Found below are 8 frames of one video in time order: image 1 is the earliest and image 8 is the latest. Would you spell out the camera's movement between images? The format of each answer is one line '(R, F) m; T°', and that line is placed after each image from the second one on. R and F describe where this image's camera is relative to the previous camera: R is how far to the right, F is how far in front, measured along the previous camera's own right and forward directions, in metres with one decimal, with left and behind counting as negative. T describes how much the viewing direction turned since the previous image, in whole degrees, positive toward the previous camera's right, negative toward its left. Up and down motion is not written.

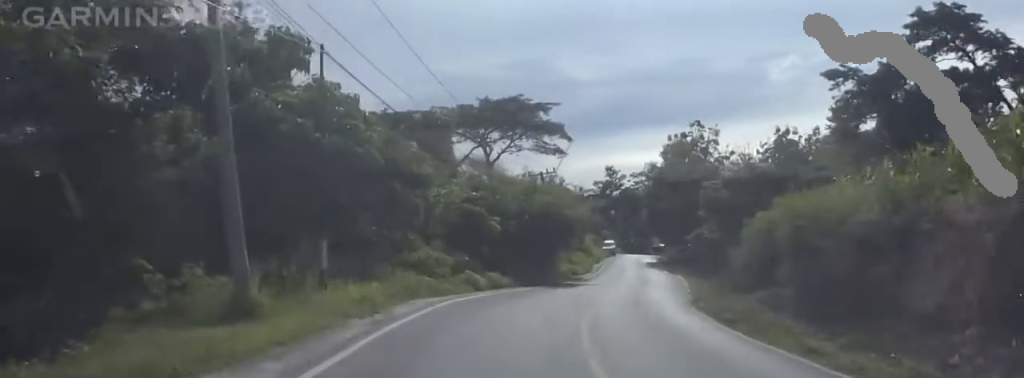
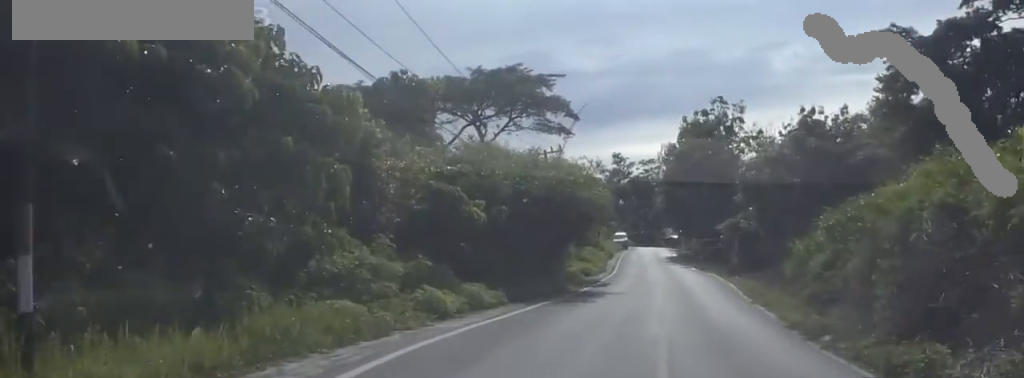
(-0.3, +10.6) m; +2°
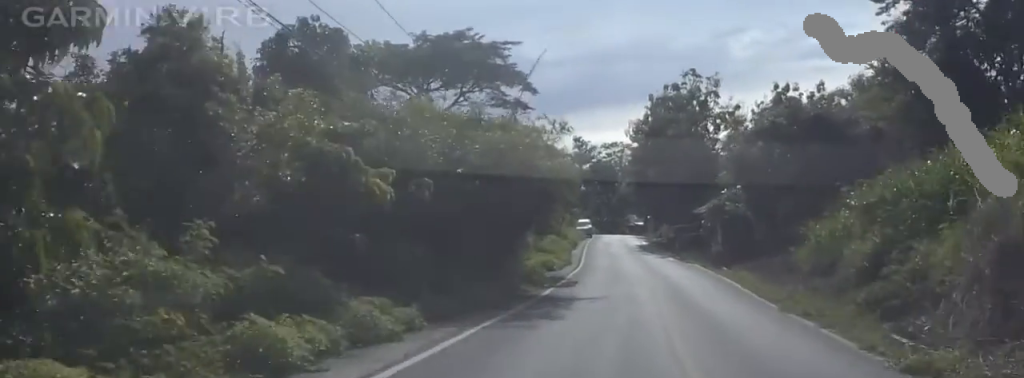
(+0.8, +7.6) m; +3°
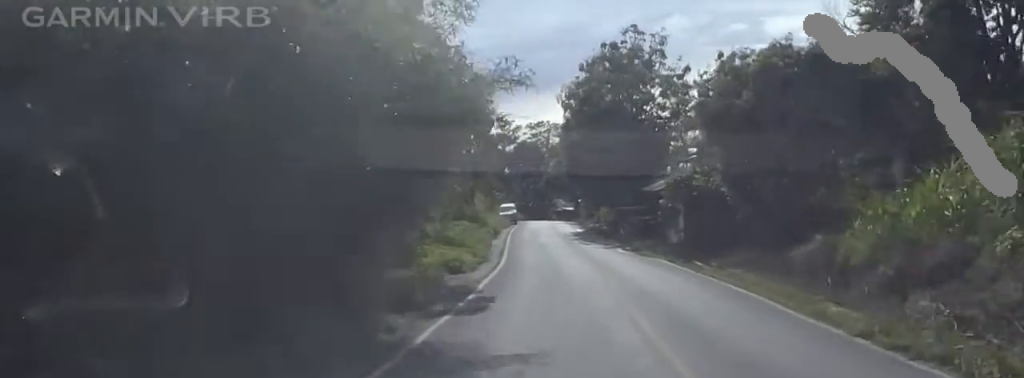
(0.0, +11.7) m; +1°
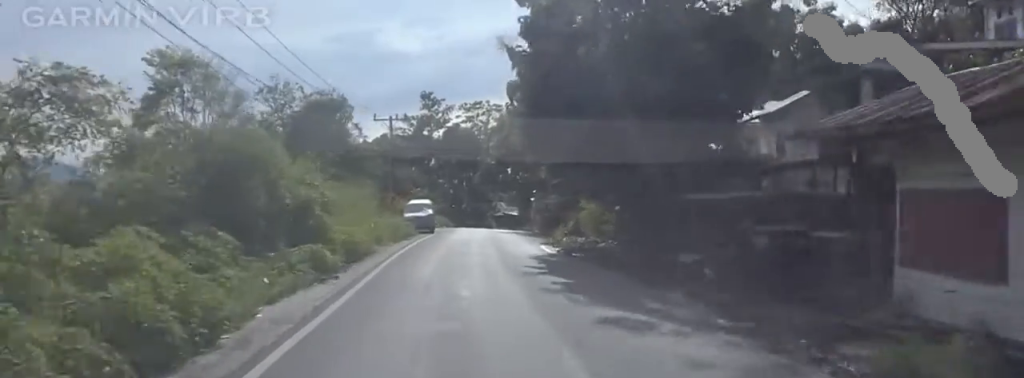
(+0.8, +30.7) m; +2°
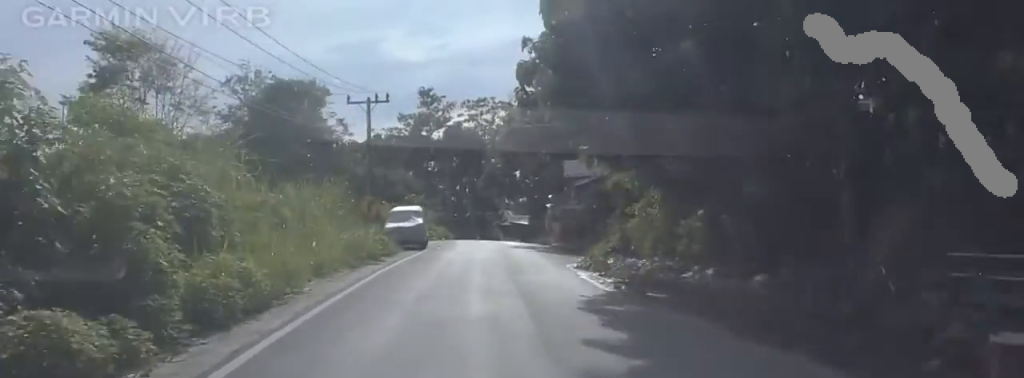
(0.0, +10.9) m; -1°
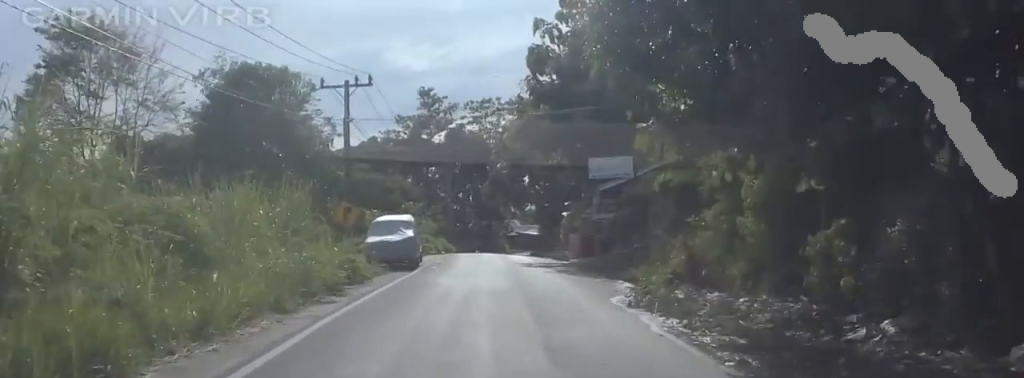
(+0.1, +7.5) m; -1°
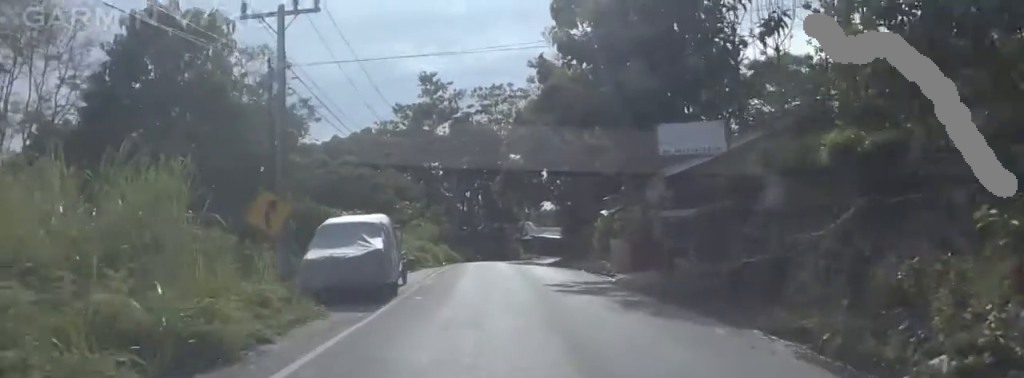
(-0.4, +11.6) m; 0°
